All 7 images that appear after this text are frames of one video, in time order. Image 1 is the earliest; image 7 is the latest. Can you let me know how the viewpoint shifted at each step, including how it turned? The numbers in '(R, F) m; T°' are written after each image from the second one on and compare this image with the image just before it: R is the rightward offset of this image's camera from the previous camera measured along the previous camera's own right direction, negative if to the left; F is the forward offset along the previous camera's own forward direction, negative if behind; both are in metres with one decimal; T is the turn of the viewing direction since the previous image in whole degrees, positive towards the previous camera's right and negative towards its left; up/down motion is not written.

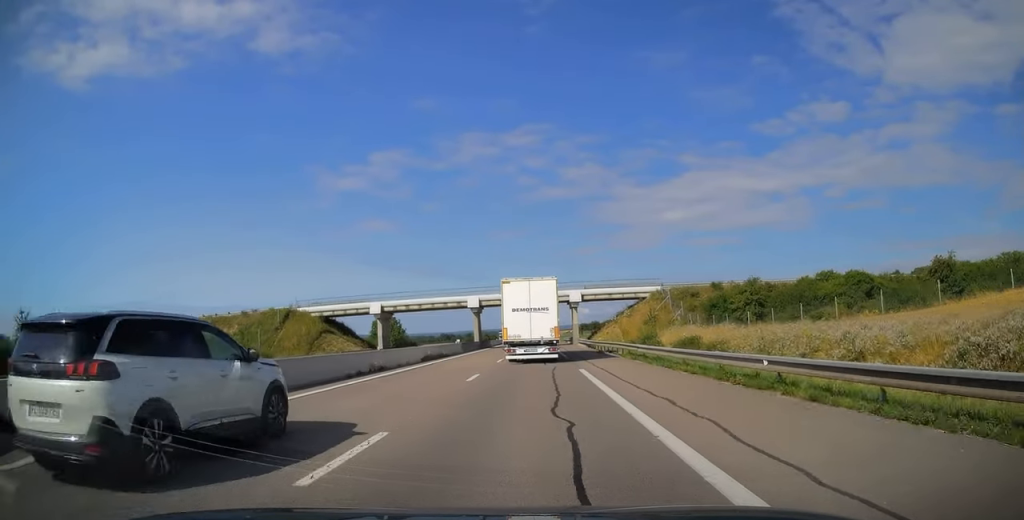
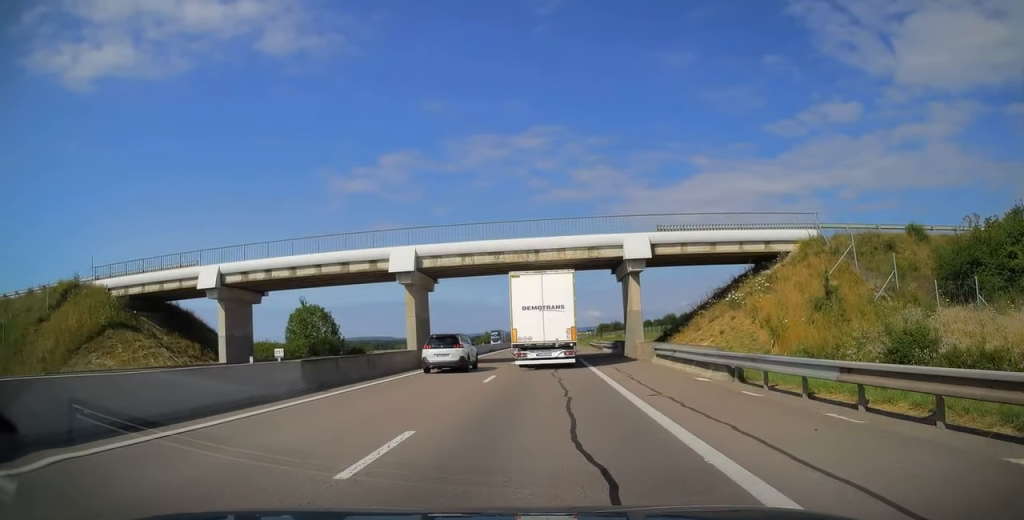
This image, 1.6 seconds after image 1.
(-1.1, +38.7) m; -3°
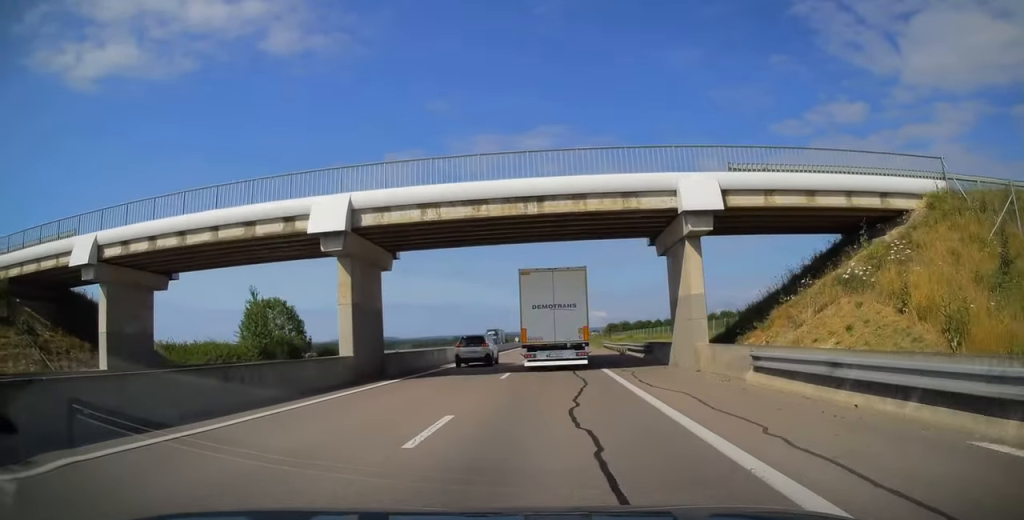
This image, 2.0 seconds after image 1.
(-0.3, +11.1) m; 0°
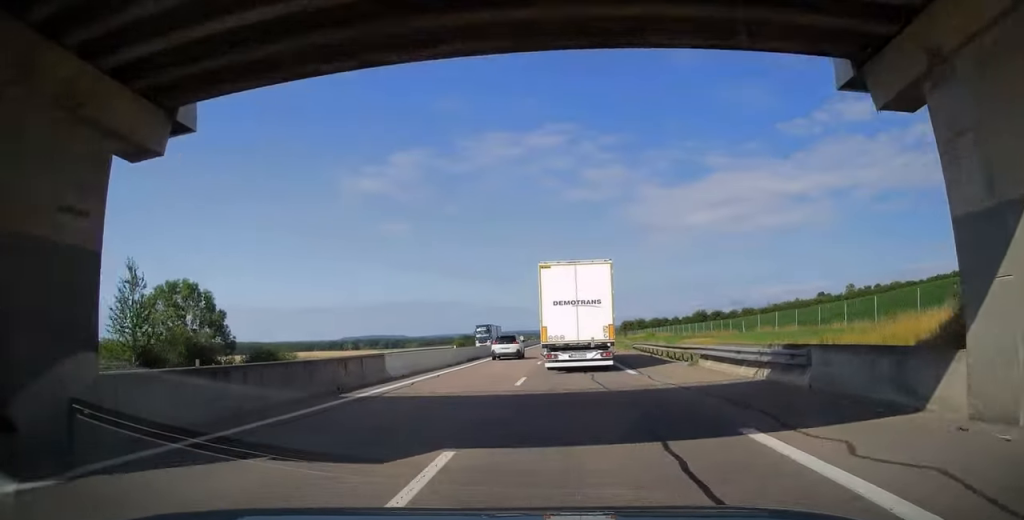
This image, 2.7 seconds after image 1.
(+0.2, +16.5) m; +1°
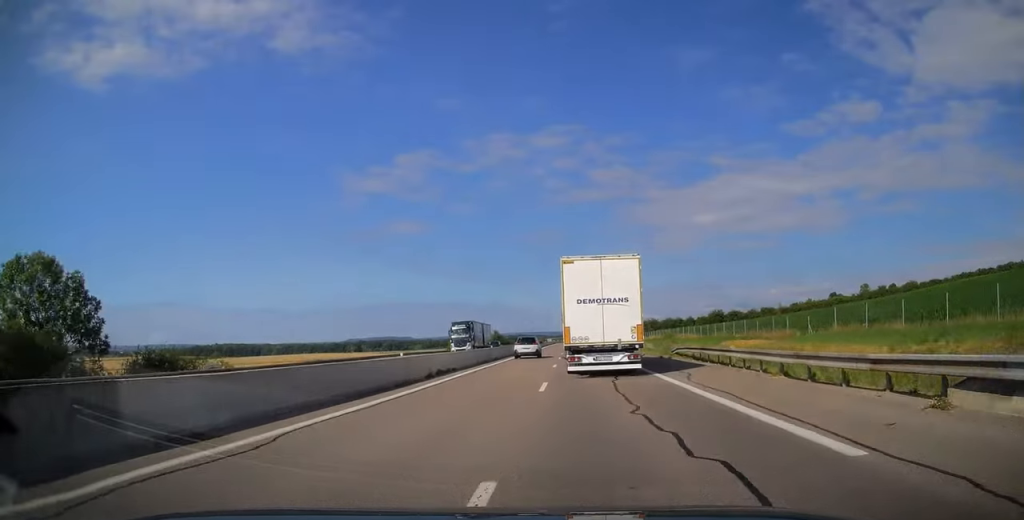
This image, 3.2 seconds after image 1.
(+0.2, +14.5) m; +1°
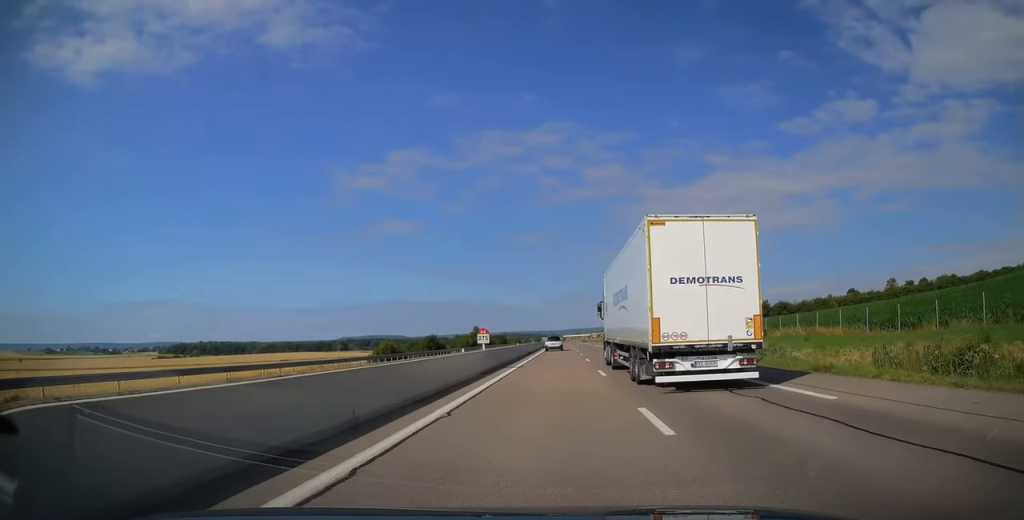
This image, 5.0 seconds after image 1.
(-0.2, +47.8) m; 0°
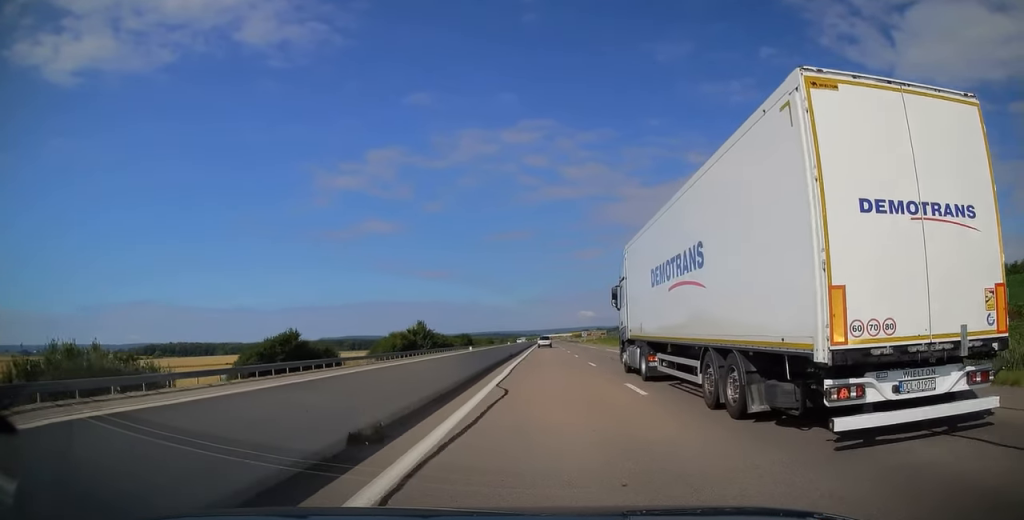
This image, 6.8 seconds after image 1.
(+0.9, +47.6) m; +1°
